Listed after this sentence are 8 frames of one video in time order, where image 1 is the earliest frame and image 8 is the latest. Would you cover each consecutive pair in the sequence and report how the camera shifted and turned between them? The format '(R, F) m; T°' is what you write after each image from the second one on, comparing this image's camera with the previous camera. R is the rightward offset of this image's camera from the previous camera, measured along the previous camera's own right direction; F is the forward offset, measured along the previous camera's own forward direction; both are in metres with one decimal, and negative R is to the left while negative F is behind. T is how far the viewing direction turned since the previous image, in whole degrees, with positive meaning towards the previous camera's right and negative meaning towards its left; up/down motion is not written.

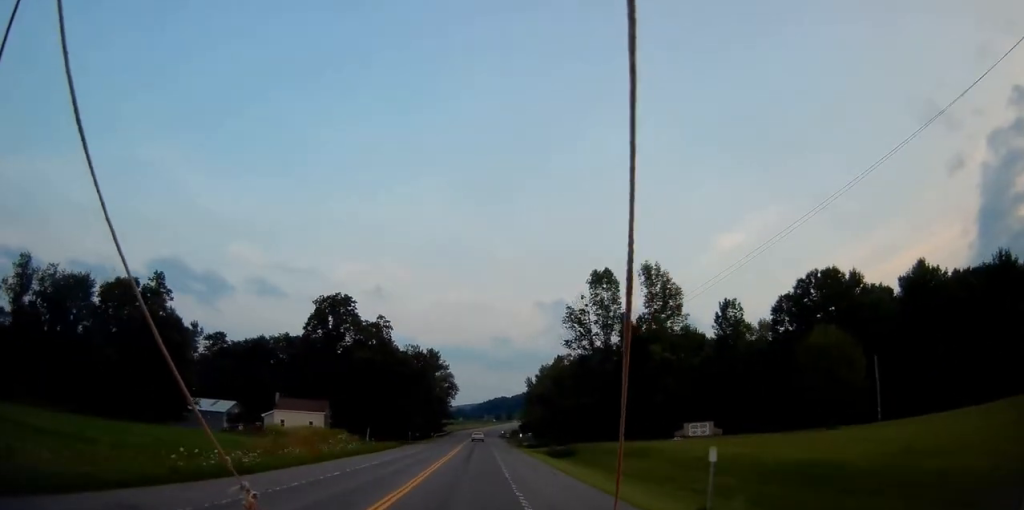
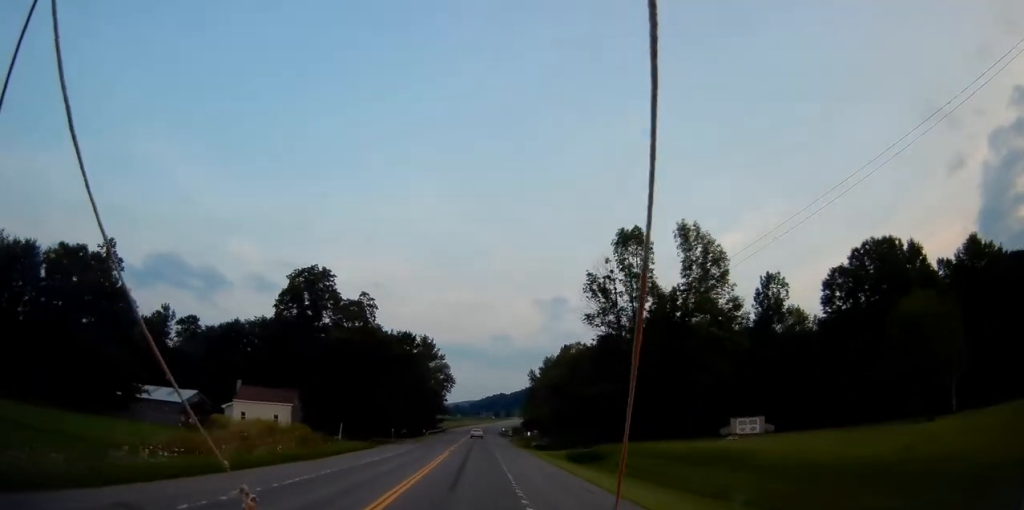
(+0.2, +14.3) m; 0°
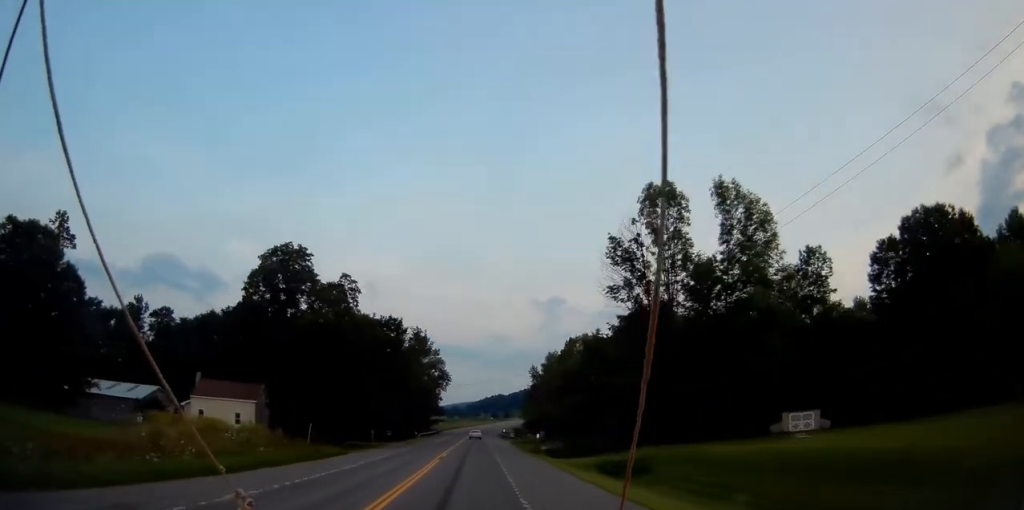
(+0.2, +11.1) m; 0°
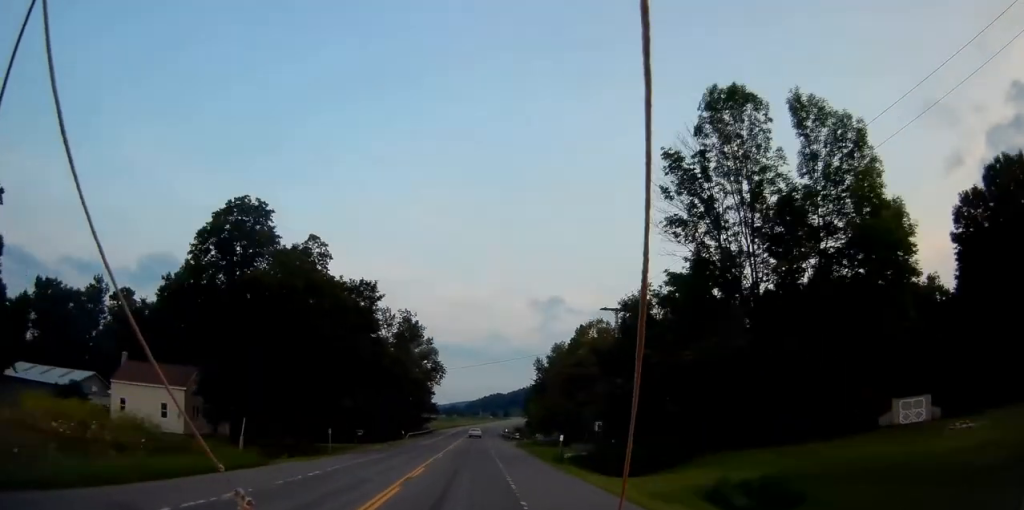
(-0.2, +15.1) m; 0°
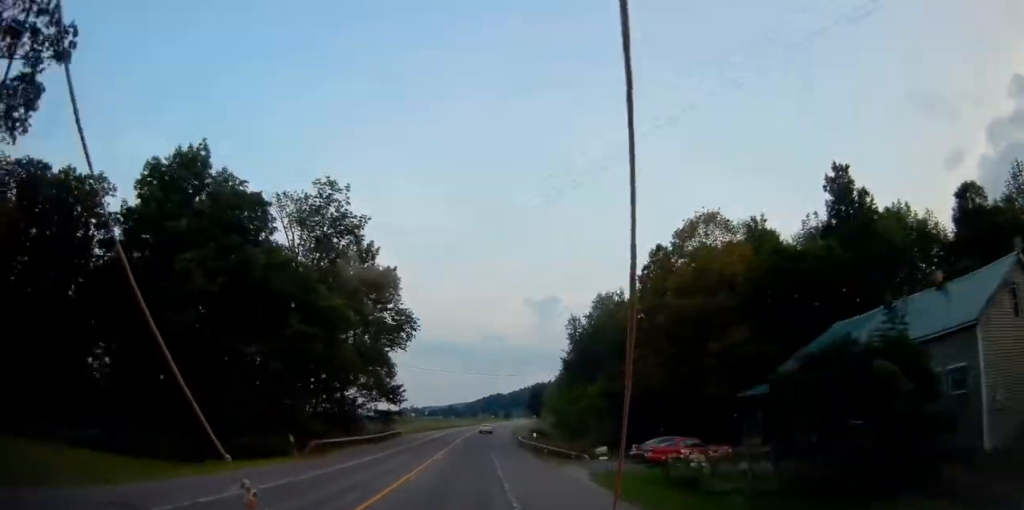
(+0.1, +50.1) m; 0°
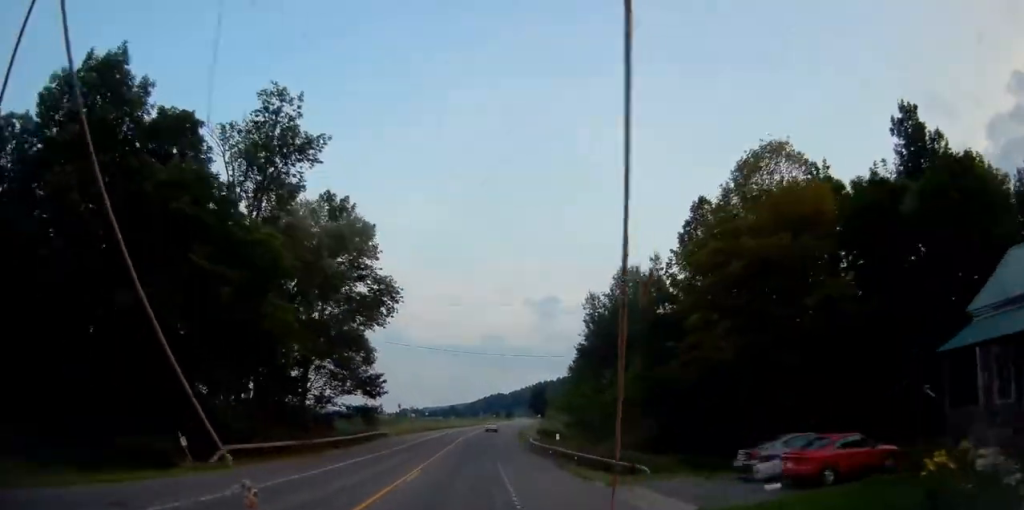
(0.0, +13.3) m; 0°
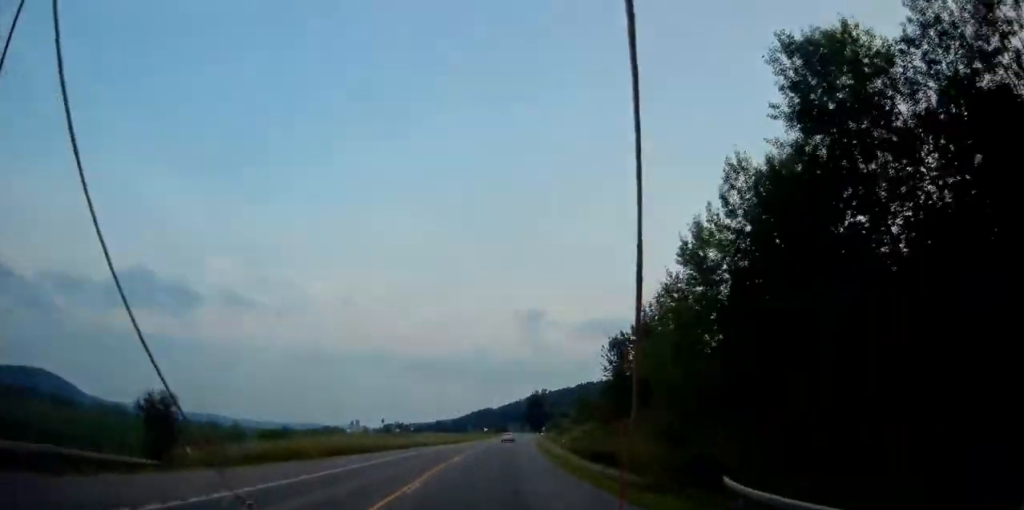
(-0.2, +48.7) m; +1°
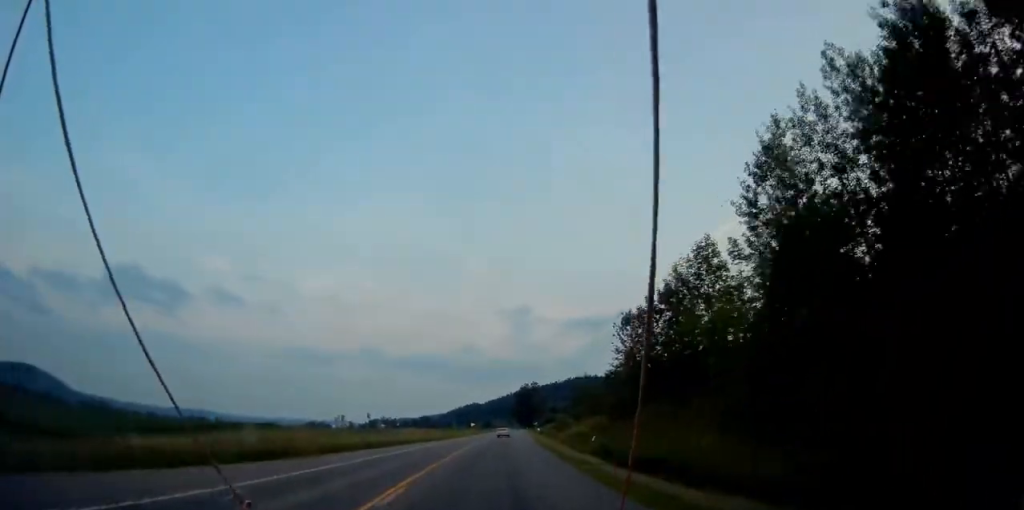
(+0.1, +16.6) m; +2°
